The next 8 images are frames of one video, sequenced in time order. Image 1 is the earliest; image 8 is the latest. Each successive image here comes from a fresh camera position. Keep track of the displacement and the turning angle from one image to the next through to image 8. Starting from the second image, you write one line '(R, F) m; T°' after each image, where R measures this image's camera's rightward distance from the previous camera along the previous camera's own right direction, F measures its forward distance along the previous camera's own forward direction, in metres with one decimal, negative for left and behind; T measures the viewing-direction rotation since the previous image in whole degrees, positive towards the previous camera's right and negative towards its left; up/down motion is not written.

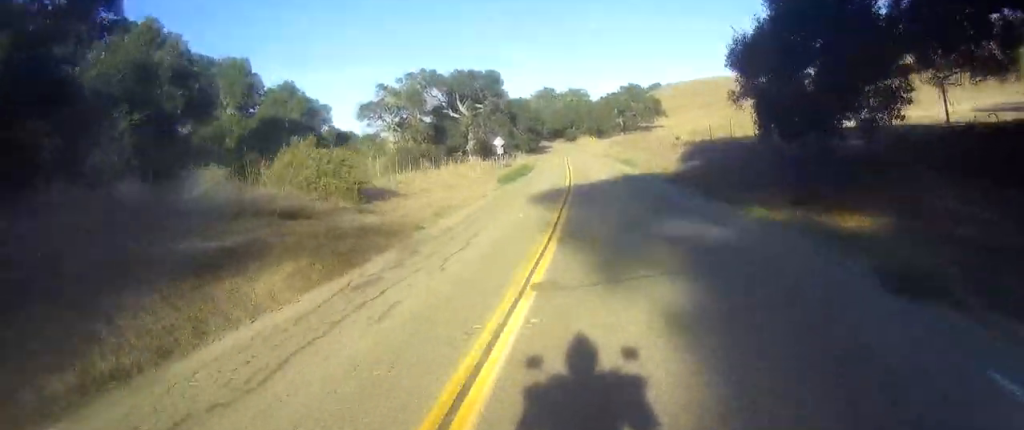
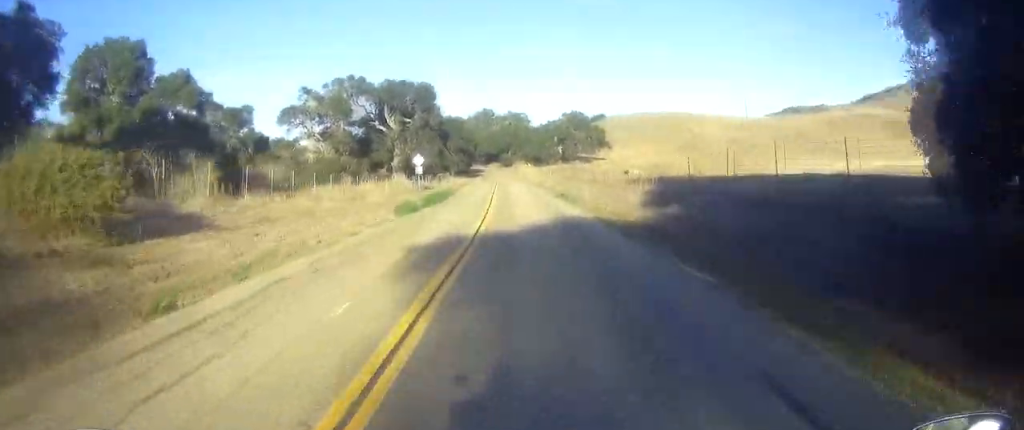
(-0.2, +9.7) m; -2°
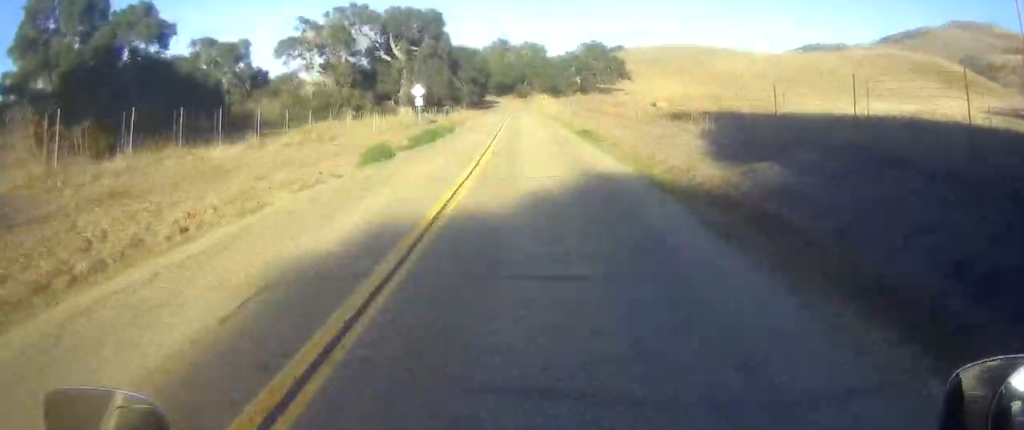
(-0.1, +7.8) m; -1°
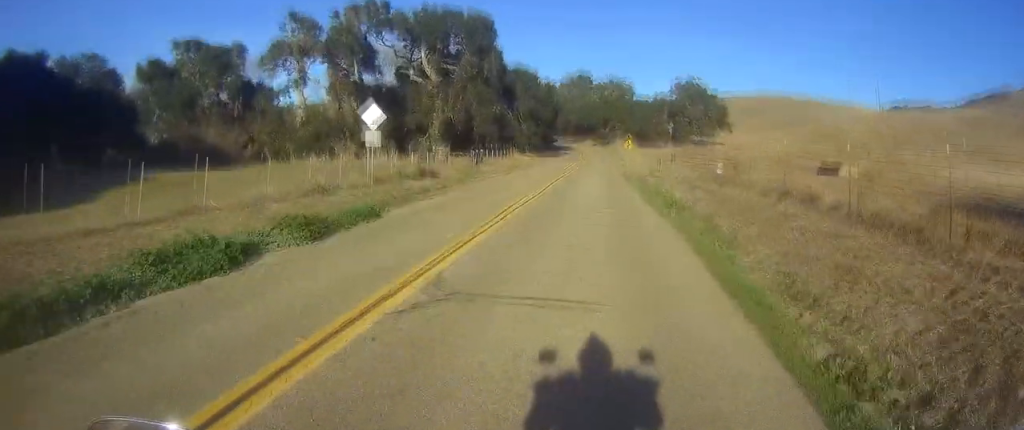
(-0.2, +28.3) m; -1°
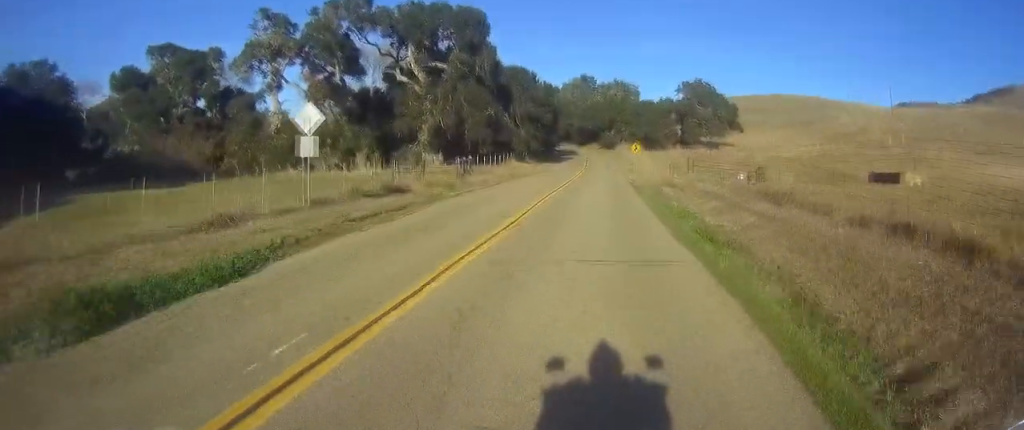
(+0.1, +6.4) m; -1°
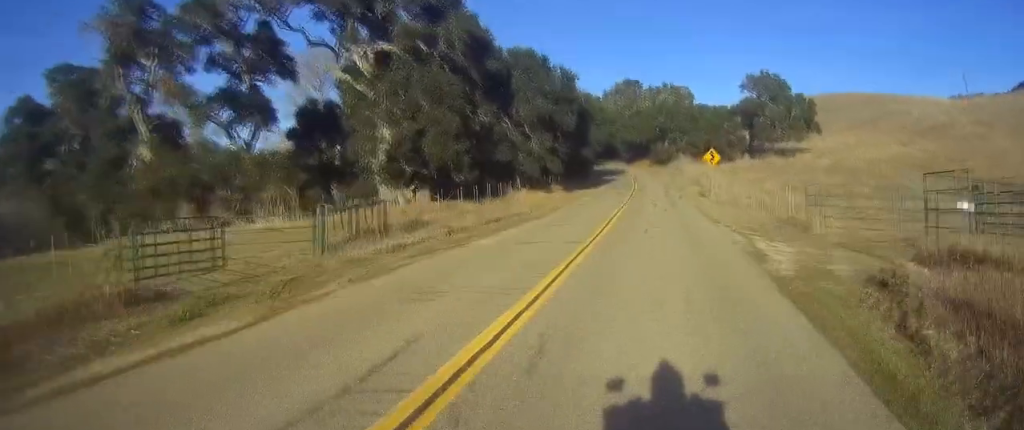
(-0.5, +26.0) m; -1°
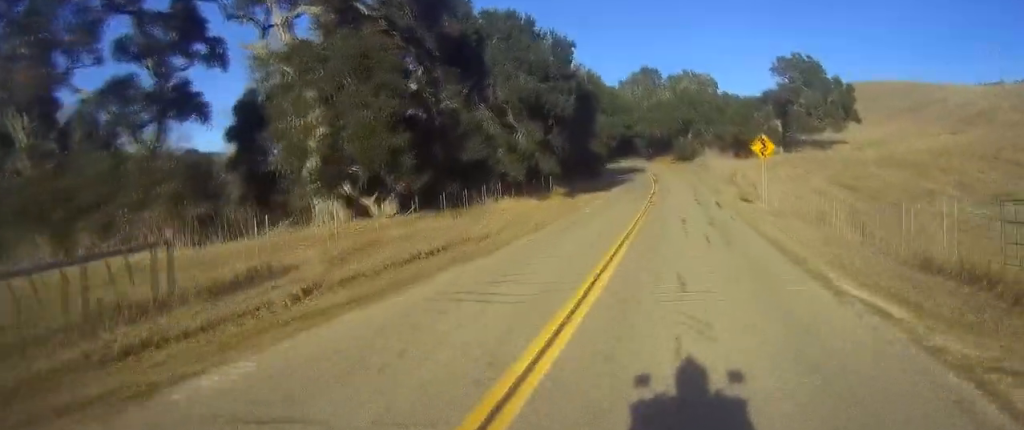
(+0.1, +12.3) m; +1°
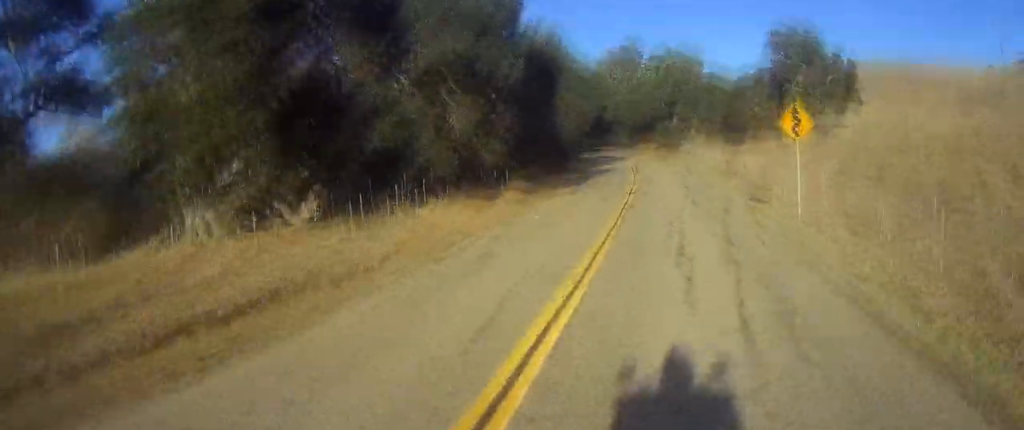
(+0.2, +9.5) m; -1°
